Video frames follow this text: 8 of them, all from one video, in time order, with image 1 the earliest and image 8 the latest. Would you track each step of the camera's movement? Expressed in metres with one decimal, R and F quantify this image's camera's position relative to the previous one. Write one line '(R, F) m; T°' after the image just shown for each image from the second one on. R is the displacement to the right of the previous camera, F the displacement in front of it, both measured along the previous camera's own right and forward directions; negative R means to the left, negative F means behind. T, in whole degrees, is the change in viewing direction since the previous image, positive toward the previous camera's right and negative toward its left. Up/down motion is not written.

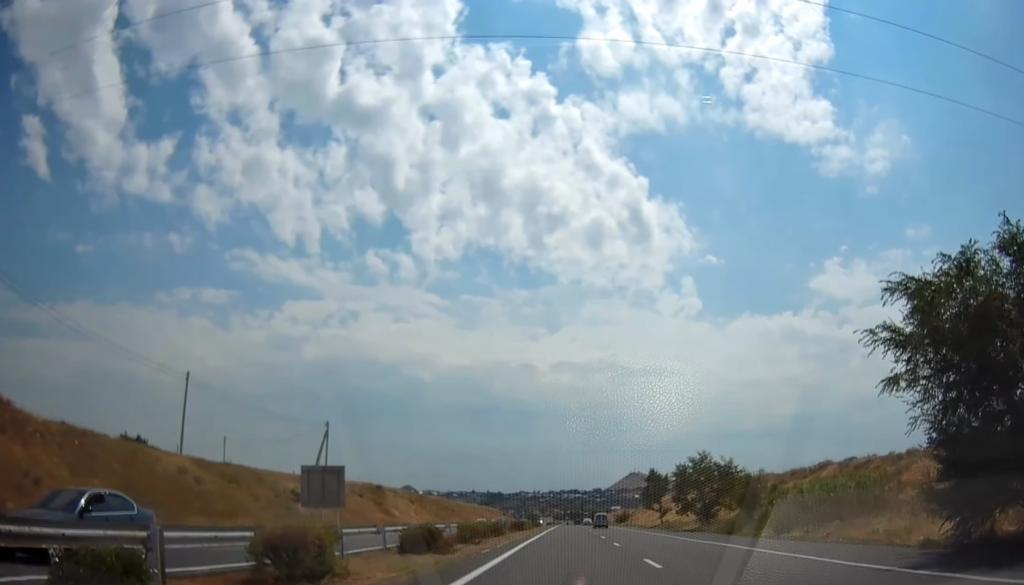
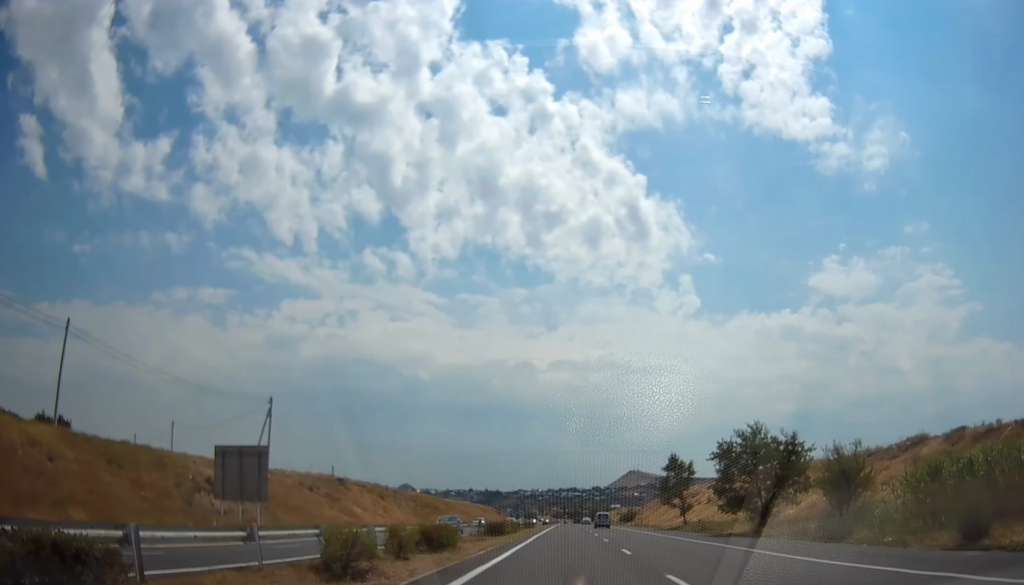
(0.0, +16.6) m; -1°
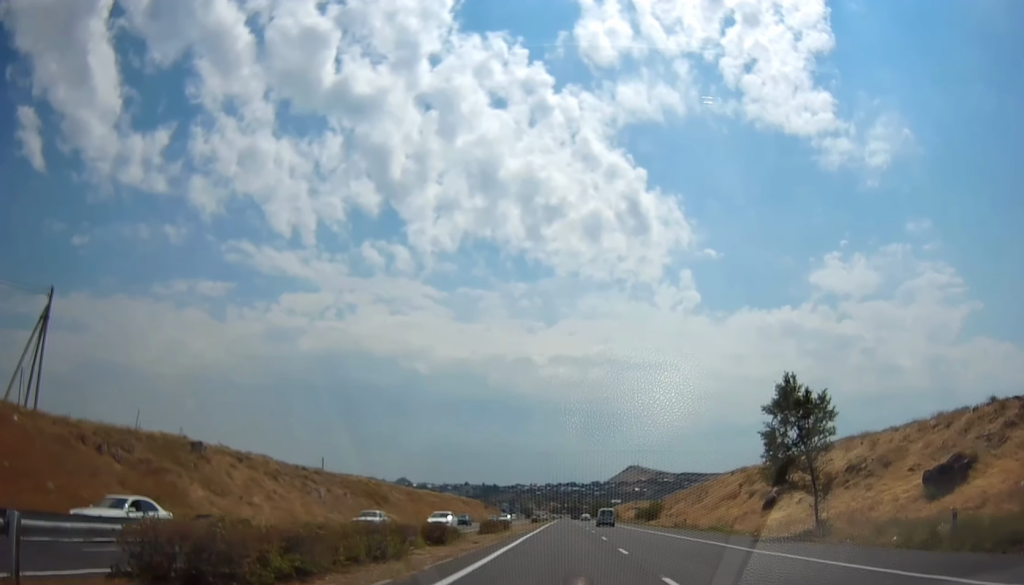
(-0.7, +34.5) m; -1°
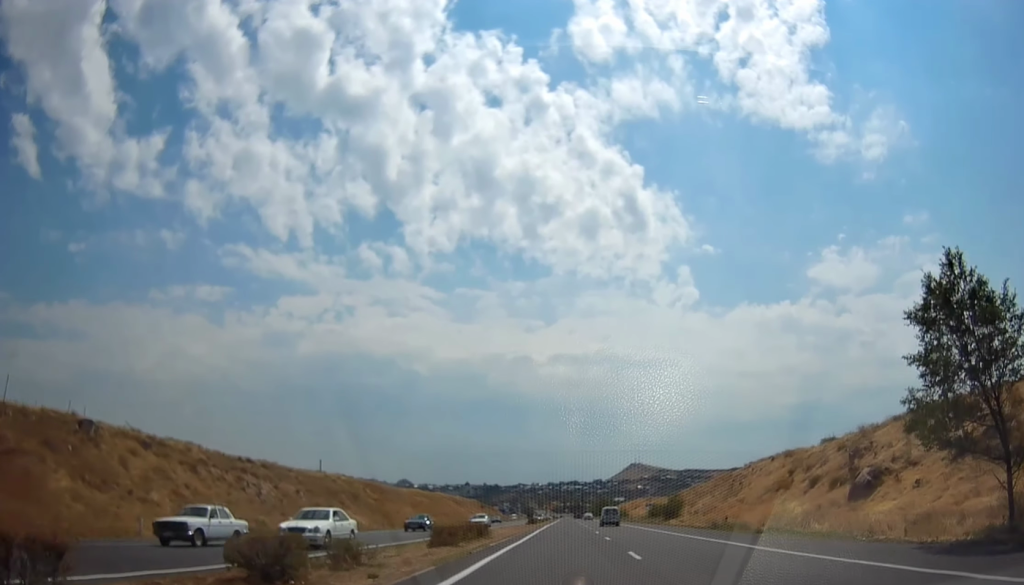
(+0.3, +13.7) m; 0°
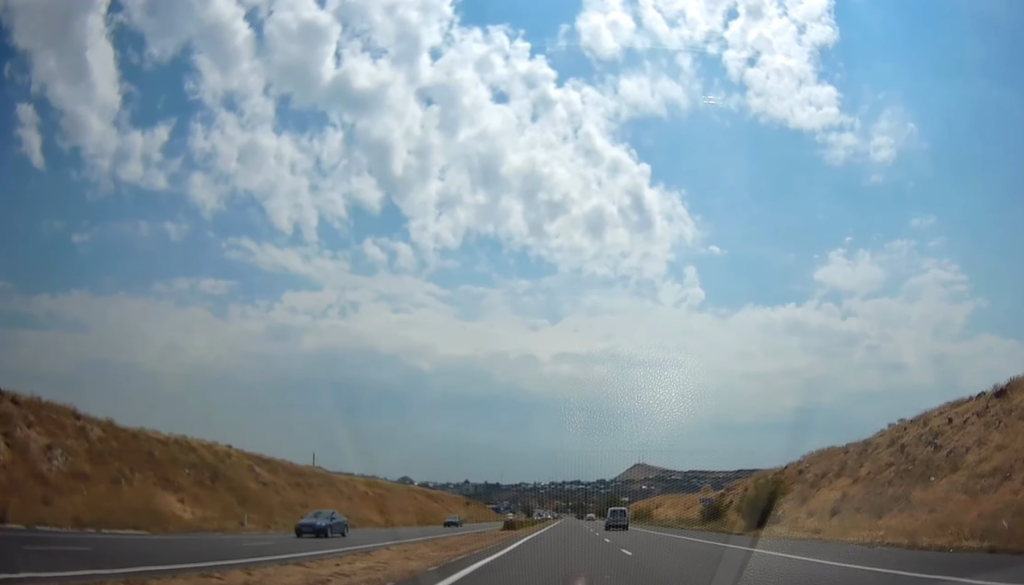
(-0.1, +33.2) m; 0°
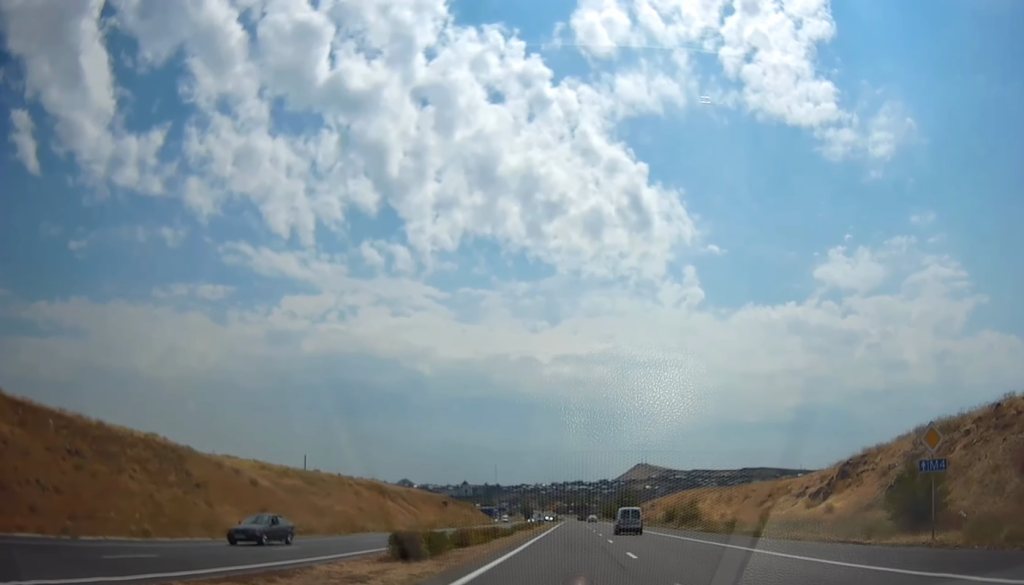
(+0.1, +31.7) m; 0°
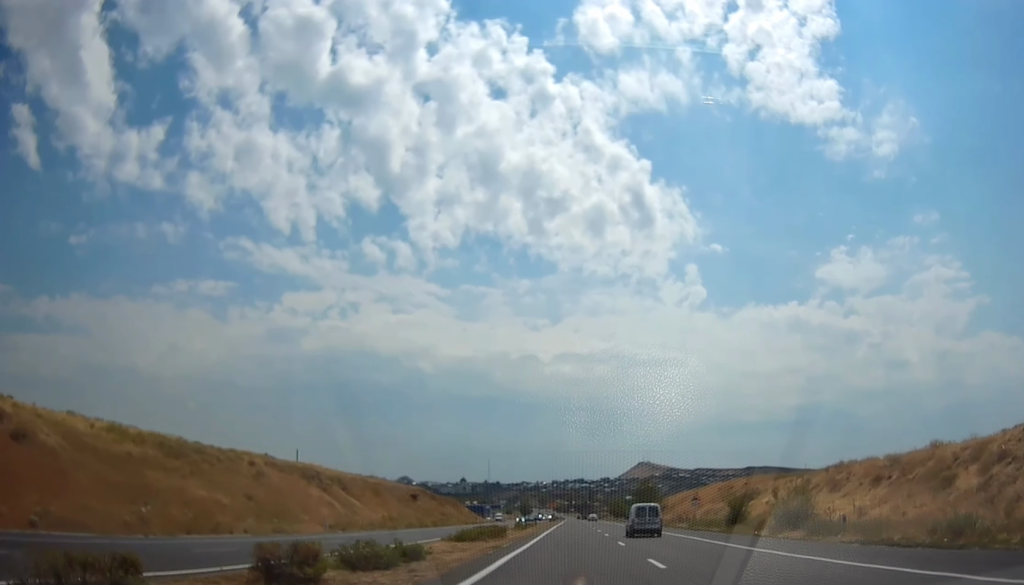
(-0.2, +27.0) m; 0°
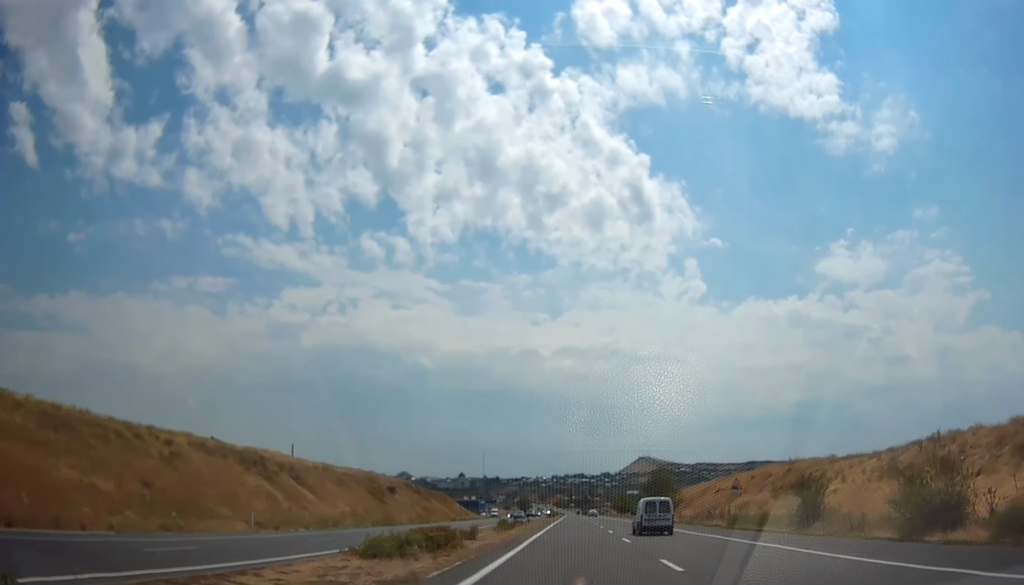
(-0.2, +13.3) m; 0°
